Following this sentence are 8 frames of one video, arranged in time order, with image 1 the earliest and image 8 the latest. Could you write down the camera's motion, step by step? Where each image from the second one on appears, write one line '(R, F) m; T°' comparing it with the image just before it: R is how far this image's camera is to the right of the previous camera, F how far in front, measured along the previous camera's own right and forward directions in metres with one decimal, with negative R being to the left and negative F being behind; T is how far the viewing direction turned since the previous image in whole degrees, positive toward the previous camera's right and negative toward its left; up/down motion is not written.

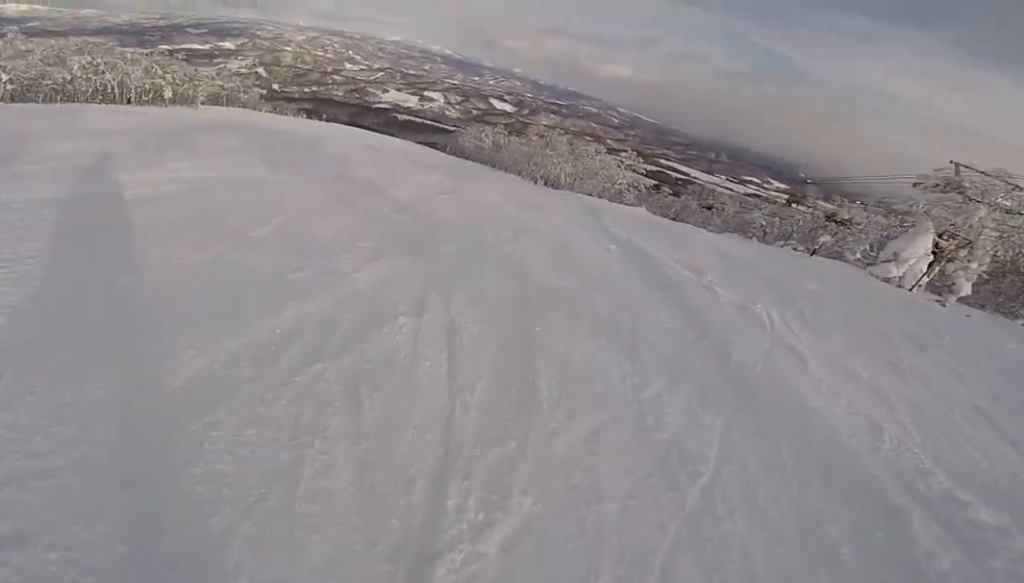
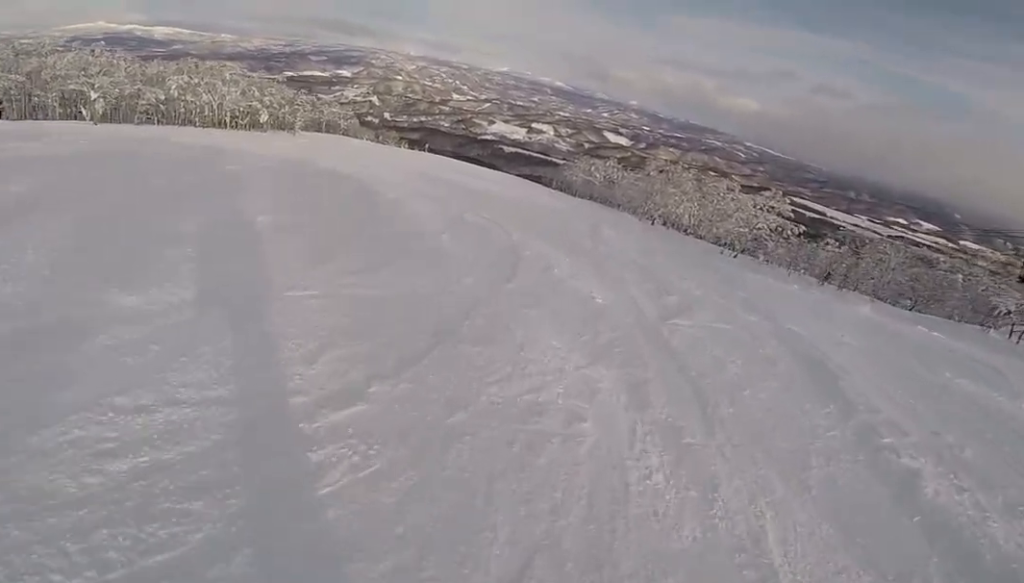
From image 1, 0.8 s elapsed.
(-1.1, +7.0) m; -14°
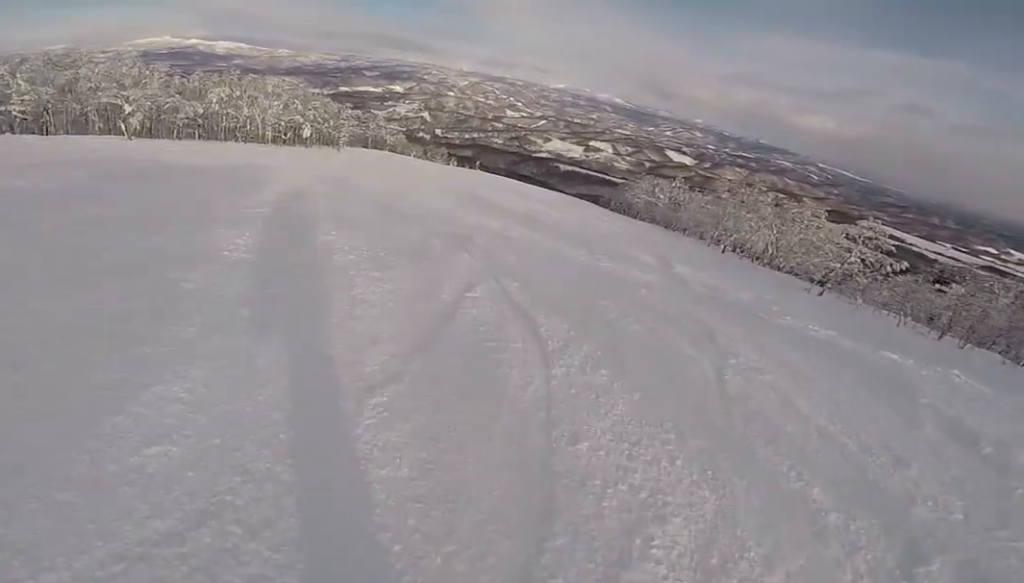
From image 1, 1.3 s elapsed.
(+0.1, +4.2) m; -6°
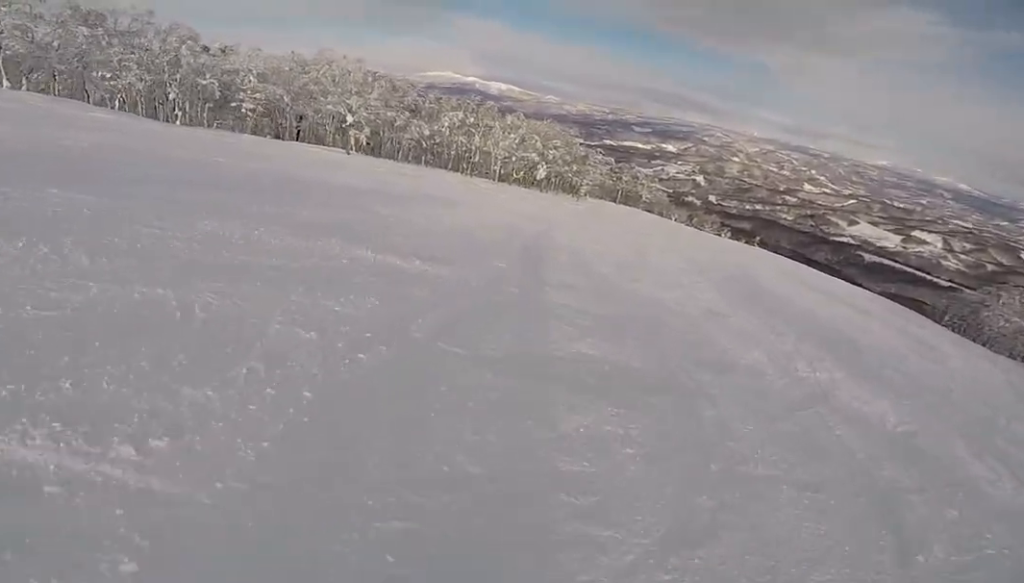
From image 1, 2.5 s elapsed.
(-2.3, +11.3) m; -23°
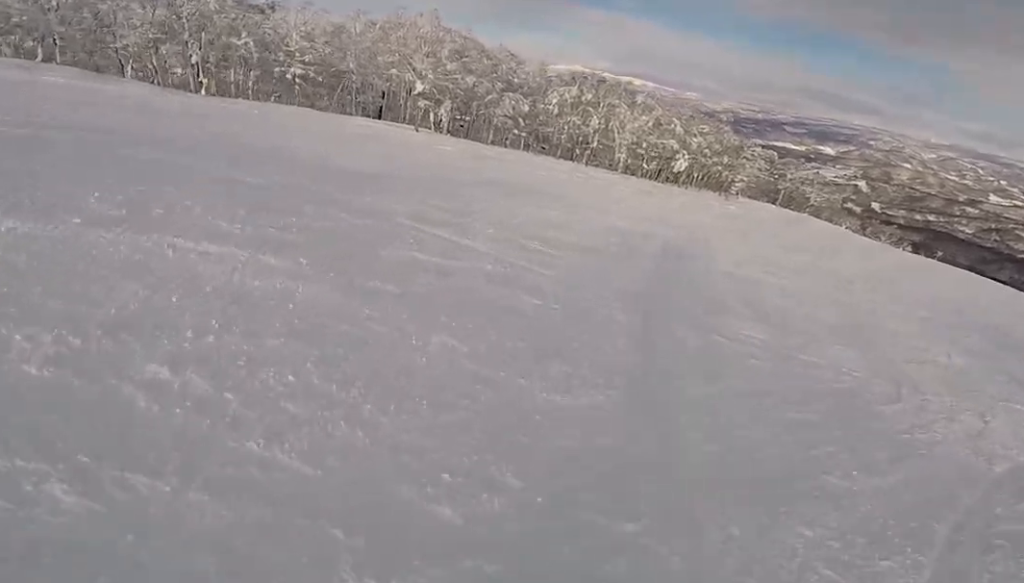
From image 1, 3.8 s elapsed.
(-2.0, +10.8) m; -15°
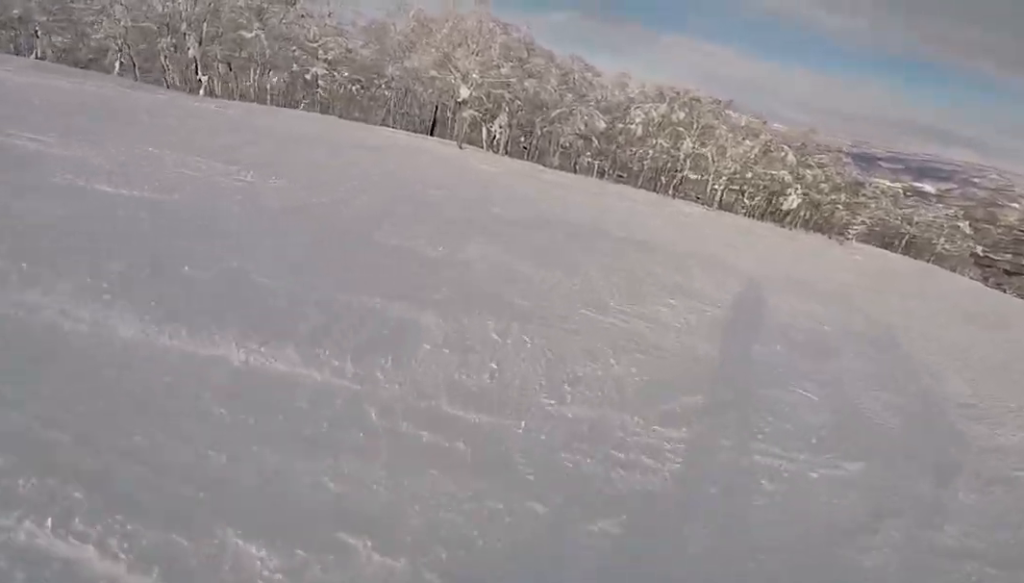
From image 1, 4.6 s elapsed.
(-0.5, +7.5) m; -4°
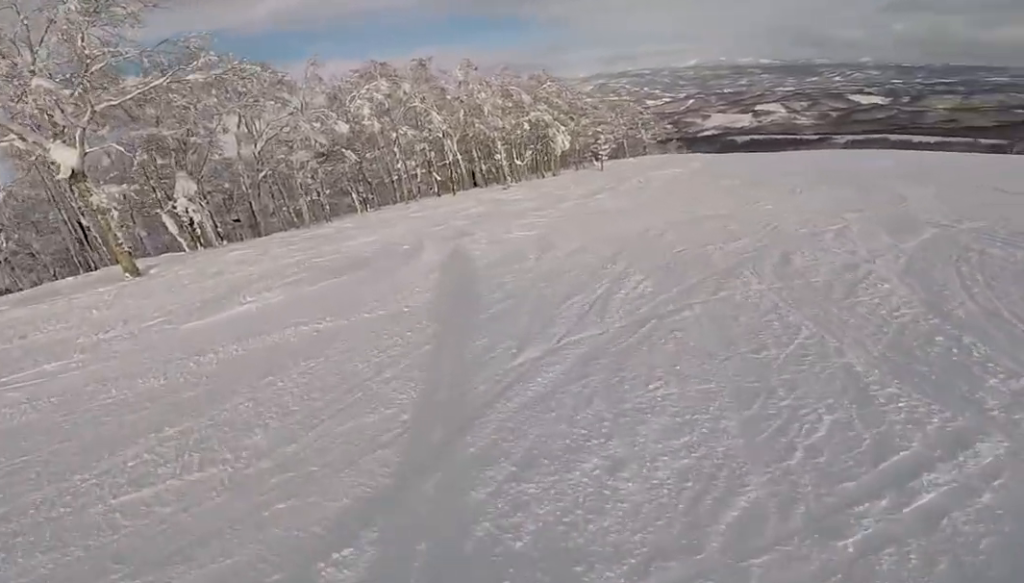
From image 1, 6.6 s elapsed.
(-0.9, +16.0) m; +14°
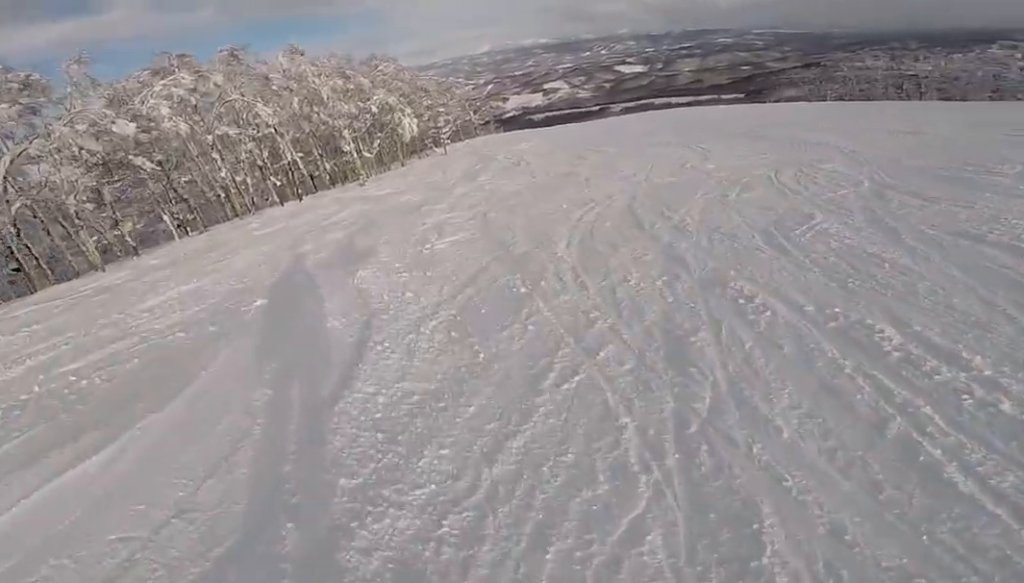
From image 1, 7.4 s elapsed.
(+0.7, +5.4) m; +32°
